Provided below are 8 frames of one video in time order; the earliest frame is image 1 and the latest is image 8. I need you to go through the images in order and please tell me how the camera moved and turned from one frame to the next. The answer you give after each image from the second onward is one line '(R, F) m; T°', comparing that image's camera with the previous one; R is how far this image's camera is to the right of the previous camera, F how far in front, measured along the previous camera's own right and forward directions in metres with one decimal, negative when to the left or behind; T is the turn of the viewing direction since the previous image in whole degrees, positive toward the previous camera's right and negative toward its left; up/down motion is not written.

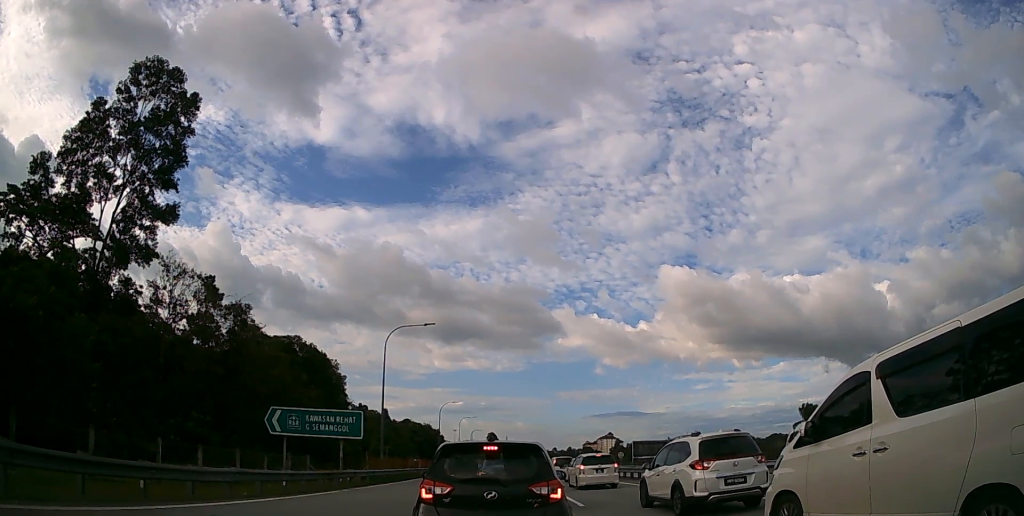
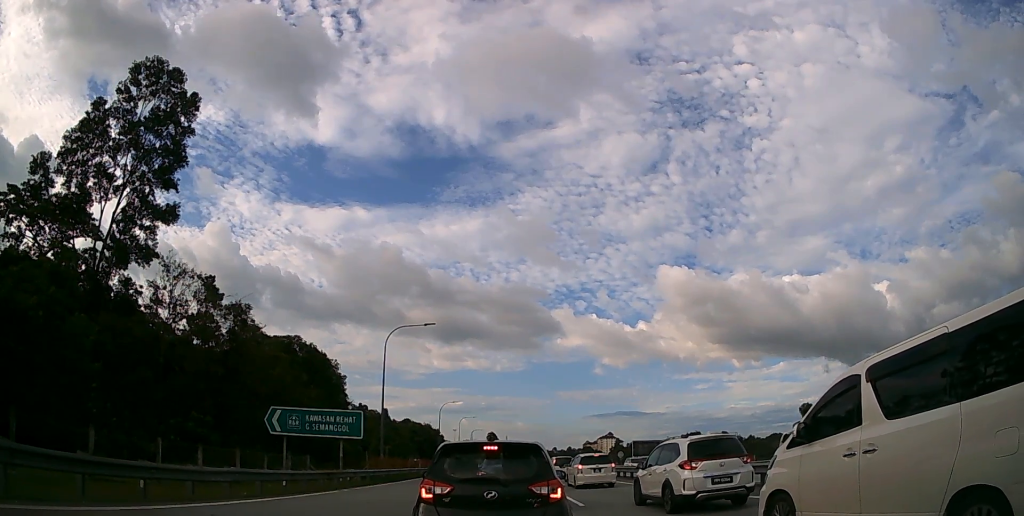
(0.0, 0.0) m; 0°
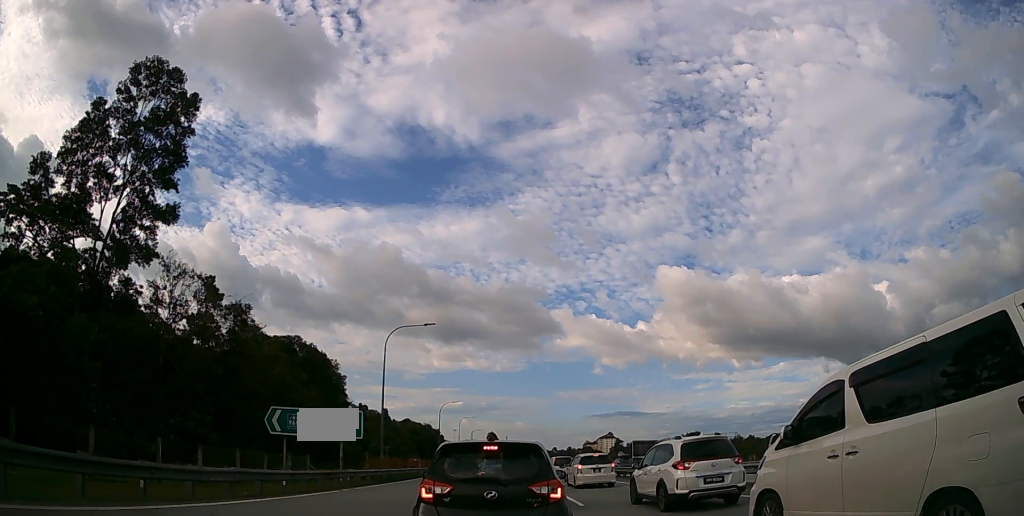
(0.0, 0.0) m; 0°
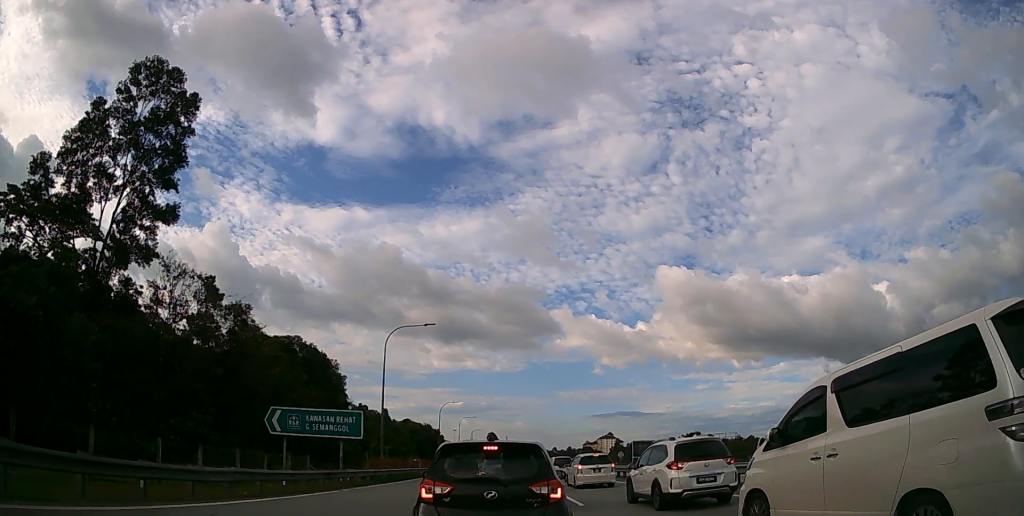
(0.0, 0.0) m; 0°
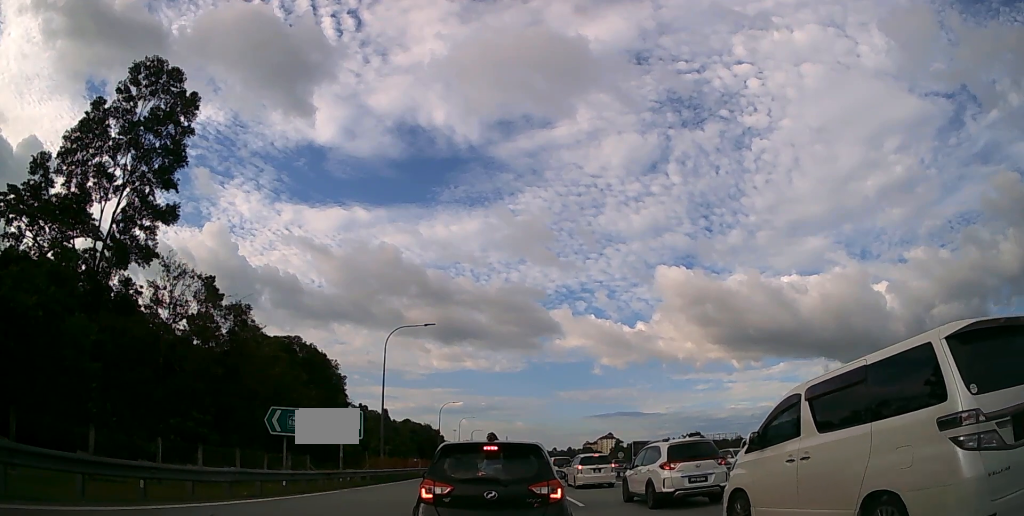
(0.0, 0.0) m; 0°
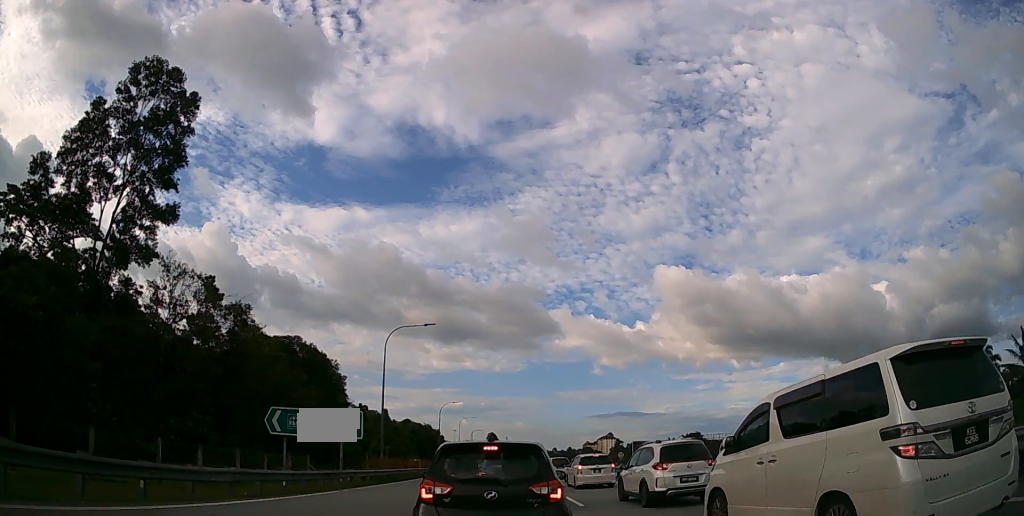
(0.0, 0.0) m; 0°
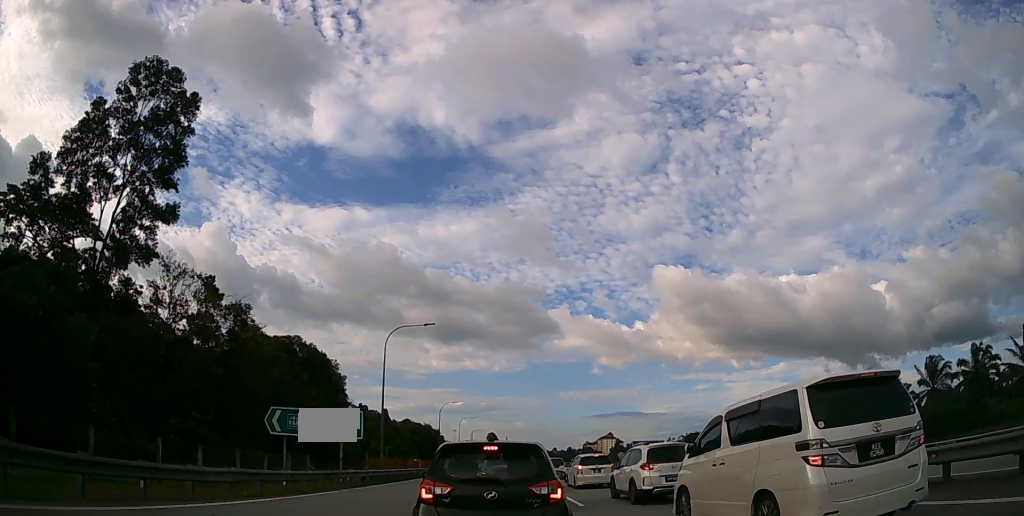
(0.0, 0.0) m; 0°
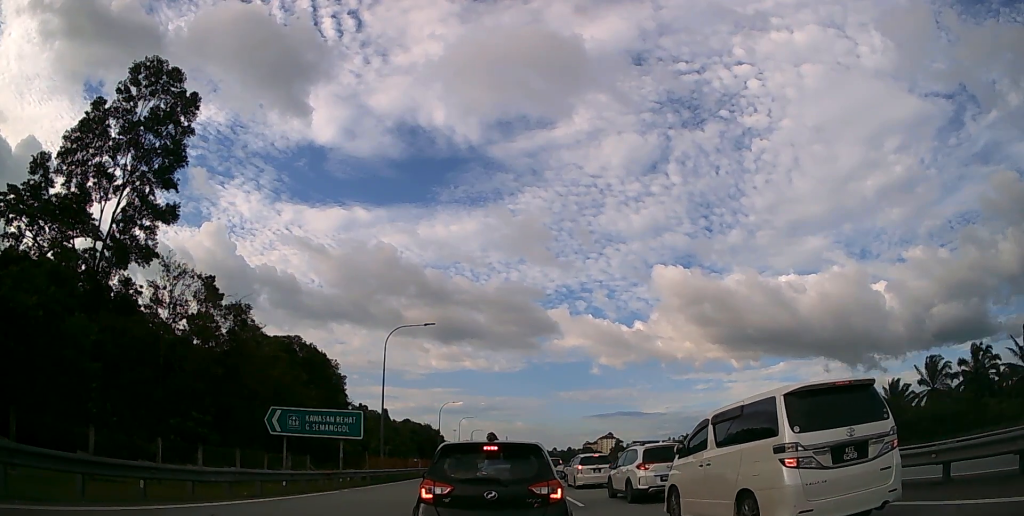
(0.0, 0.0) m; 0°
